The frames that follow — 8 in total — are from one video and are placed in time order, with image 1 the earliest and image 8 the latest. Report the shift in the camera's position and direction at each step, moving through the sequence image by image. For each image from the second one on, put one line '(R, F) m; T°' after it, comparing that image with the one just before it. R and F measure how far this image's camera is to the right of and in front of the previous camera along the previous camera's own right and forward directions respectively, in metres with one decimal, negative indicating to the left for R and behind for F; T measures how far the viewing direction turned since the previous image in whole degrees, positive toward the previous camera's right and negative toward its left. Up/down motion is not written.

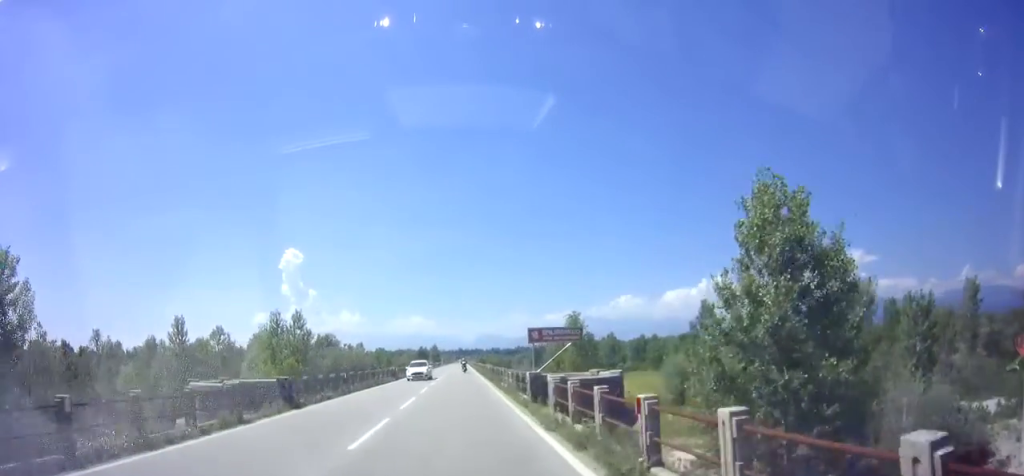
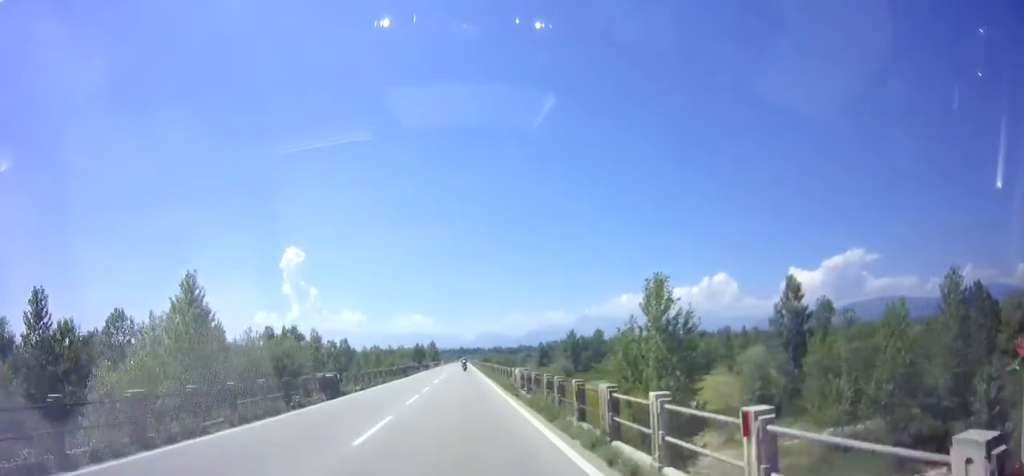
(-0.2, +21.0) m; 0°
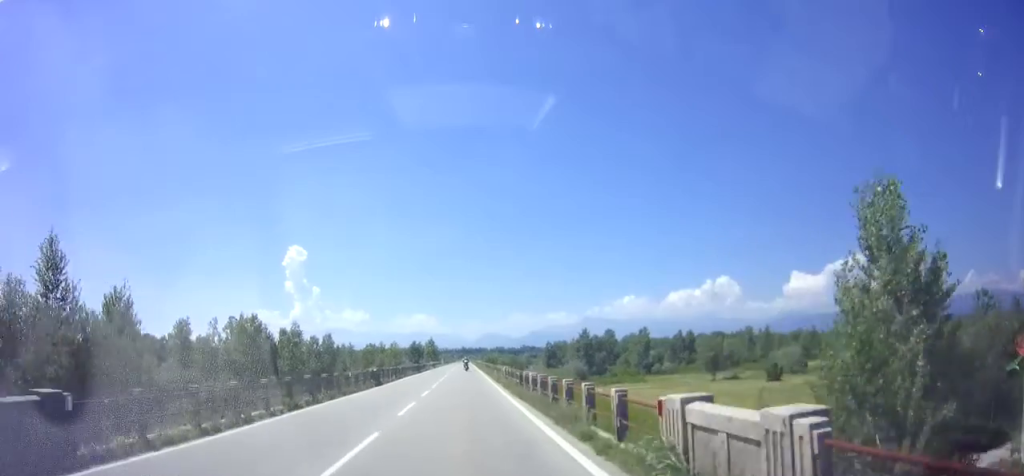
(+0.2, +17.7) m; 0°
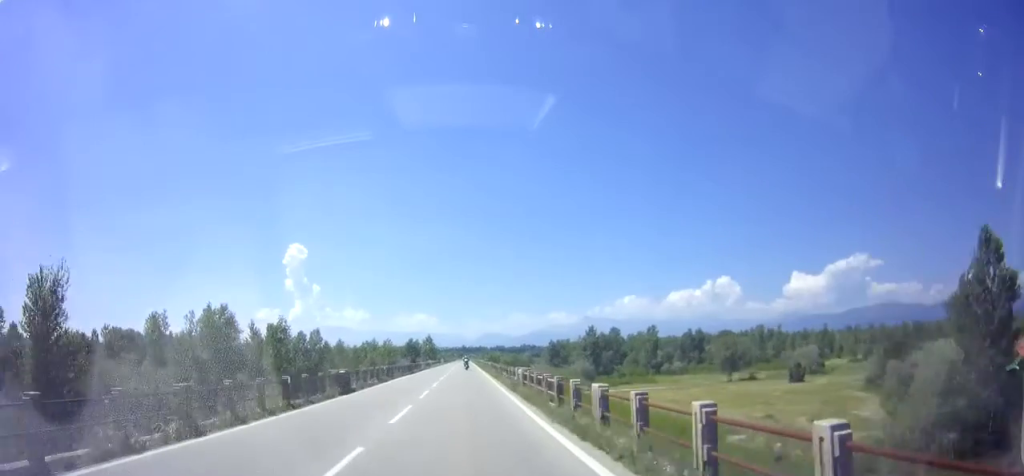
(+0.2, +8.8) m; 0°
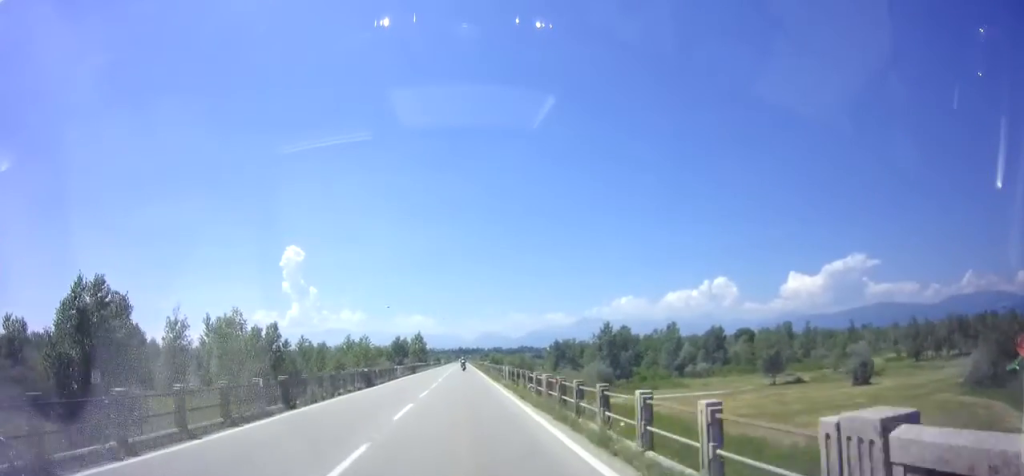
(-0.4, +21.2) m; 0°
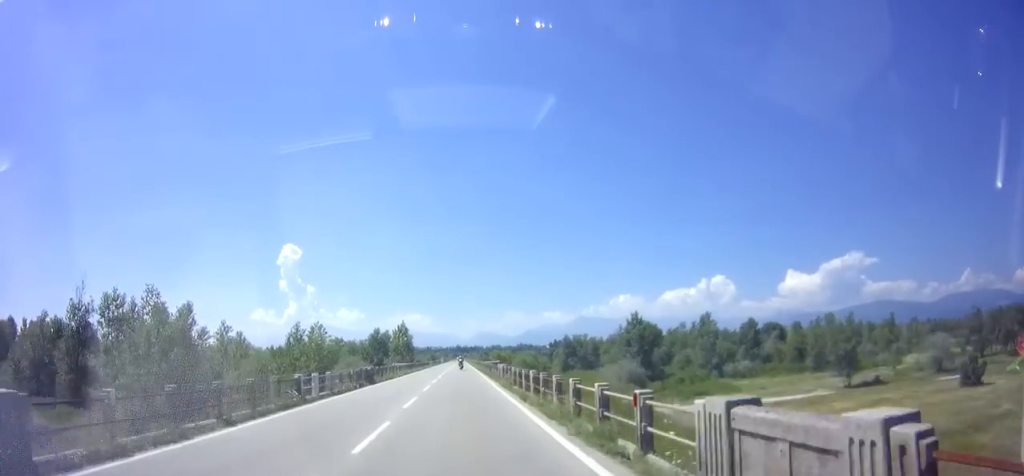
(+0.4, +25.5) m; +1°
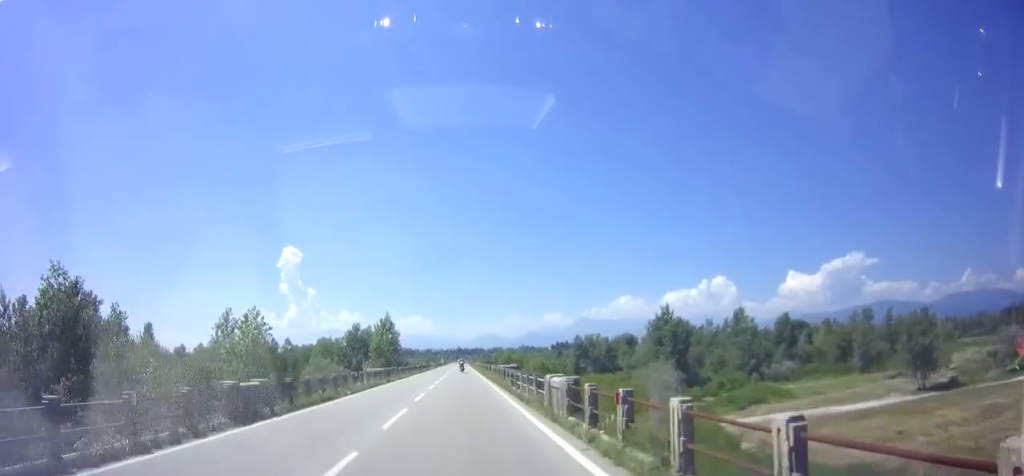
(0.0, +18.7) m; 0°
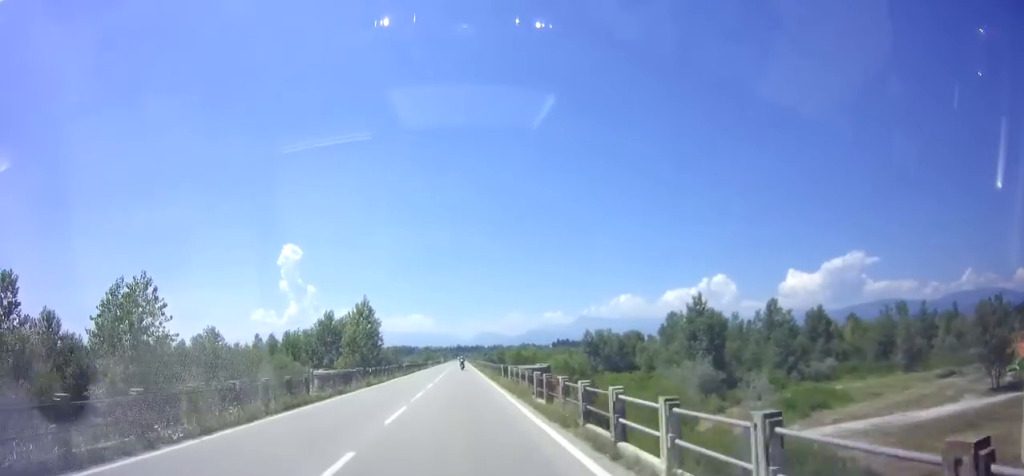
(0.0, +14.6) m; 0°
